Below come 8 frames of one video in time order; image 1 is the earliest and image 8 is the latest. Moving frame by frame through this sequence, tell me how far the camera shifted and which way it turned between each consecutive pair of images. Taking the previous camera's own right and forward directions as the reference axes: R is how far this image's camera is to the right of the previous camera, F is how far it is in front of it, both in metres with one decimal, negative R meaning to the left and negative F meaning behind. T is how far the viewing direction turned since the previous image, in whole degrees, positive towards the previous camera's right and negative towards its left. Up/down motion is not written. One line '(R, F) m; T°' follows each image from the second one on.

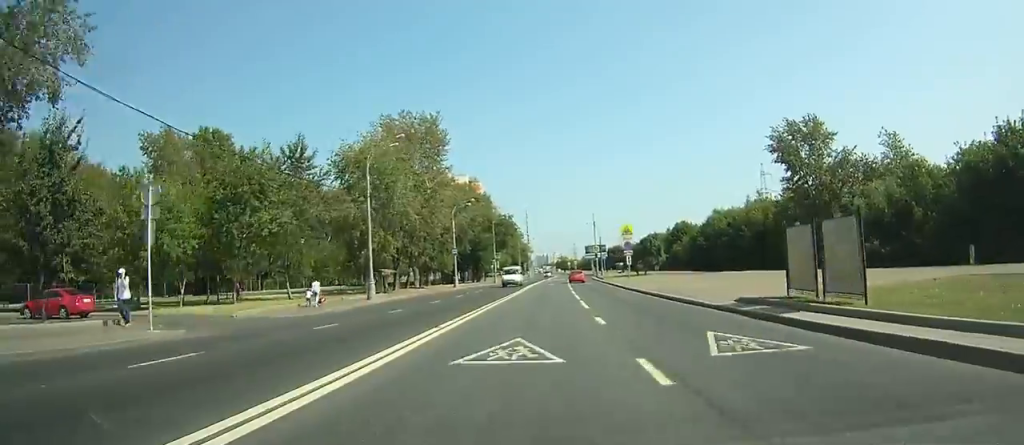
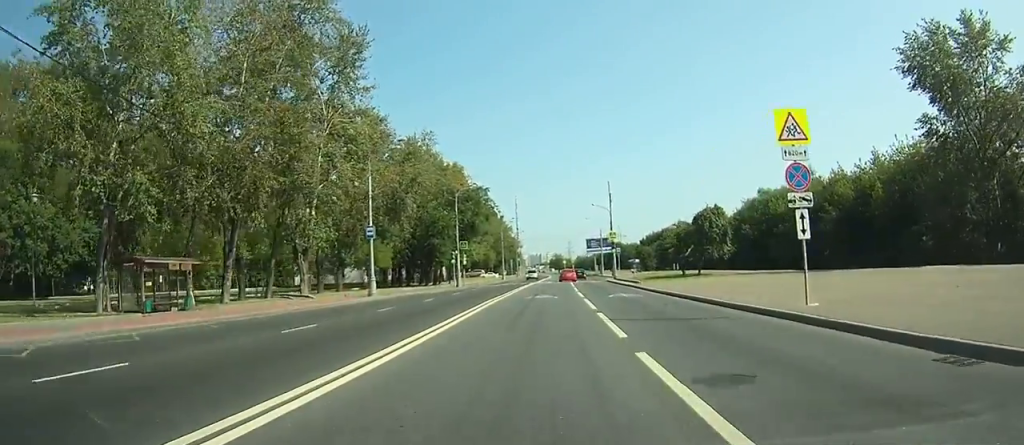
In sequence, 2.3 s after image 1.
(0.0, +33.5) m; 0°
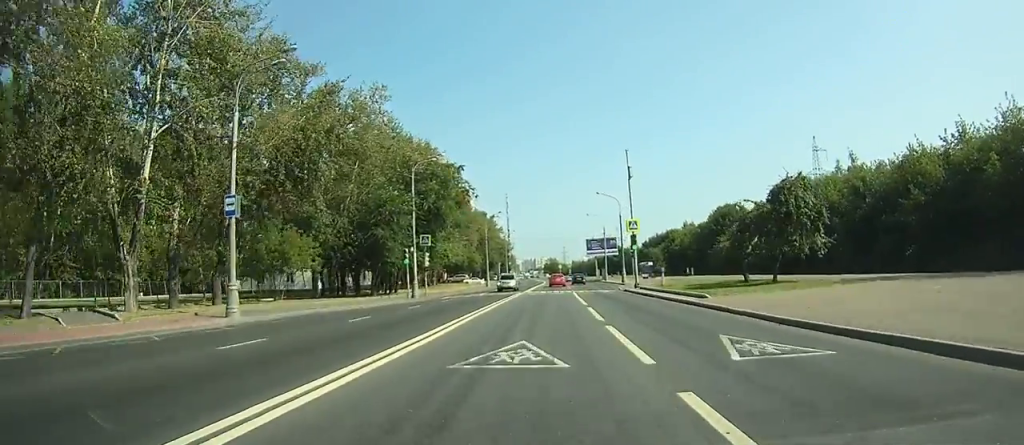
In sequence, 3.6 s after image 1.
(0.0, +18.7) m; 0°
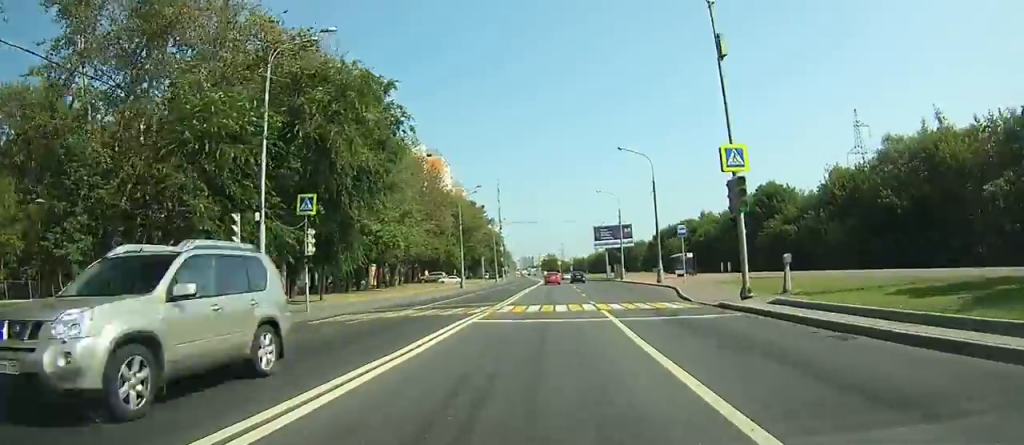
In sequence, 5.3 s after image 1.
(+0.1, +24.8) m; 0°
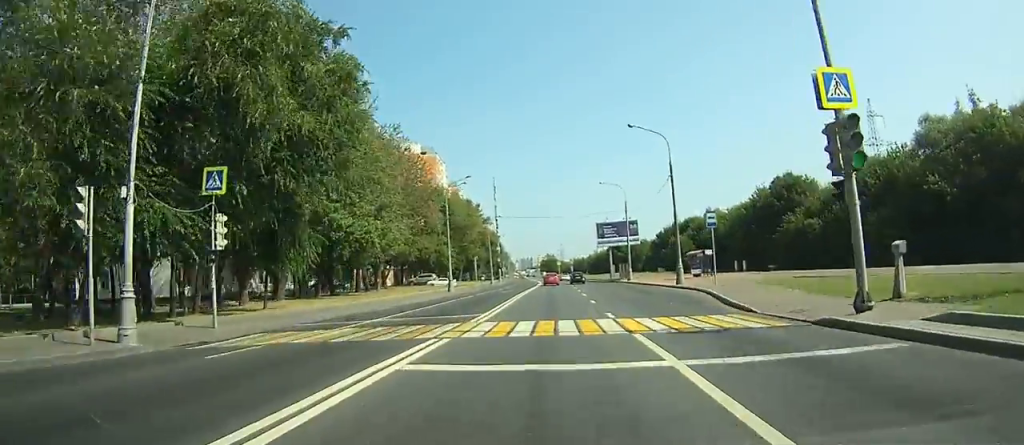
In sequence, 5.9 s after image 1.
(0.0, +7.6) m; 0°
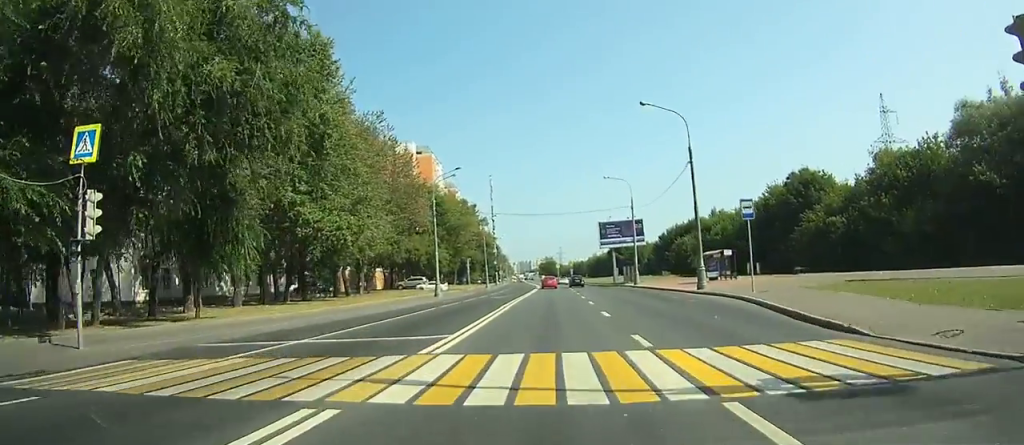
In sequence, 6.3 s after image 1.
(0.0, +6.2) m; 0°
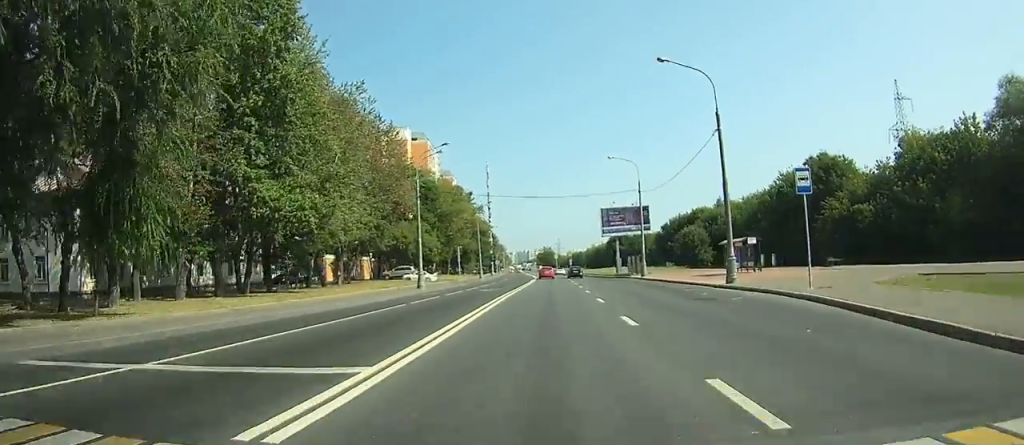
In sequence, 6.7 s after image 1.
(0.0, +6.2) m; 0°
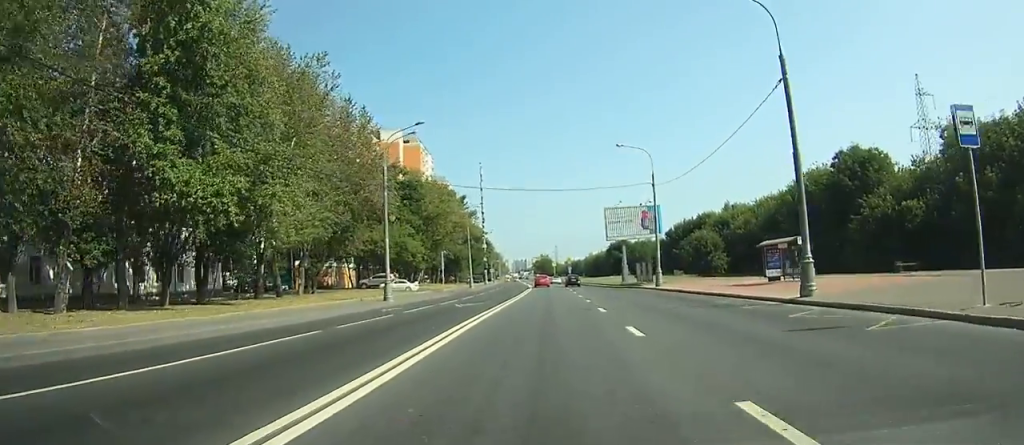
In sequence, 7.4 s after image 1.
(0.0, +9.0) m; 0°
